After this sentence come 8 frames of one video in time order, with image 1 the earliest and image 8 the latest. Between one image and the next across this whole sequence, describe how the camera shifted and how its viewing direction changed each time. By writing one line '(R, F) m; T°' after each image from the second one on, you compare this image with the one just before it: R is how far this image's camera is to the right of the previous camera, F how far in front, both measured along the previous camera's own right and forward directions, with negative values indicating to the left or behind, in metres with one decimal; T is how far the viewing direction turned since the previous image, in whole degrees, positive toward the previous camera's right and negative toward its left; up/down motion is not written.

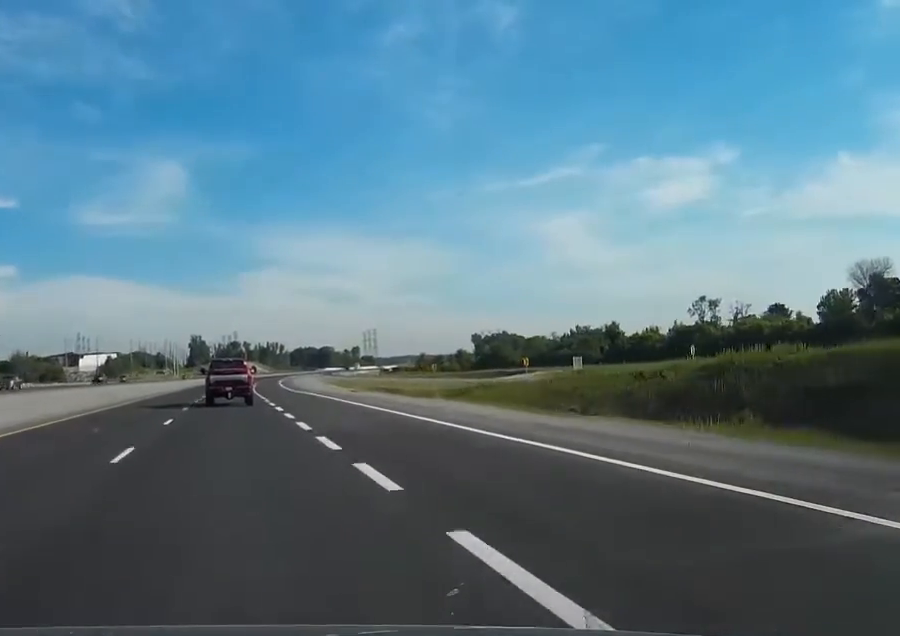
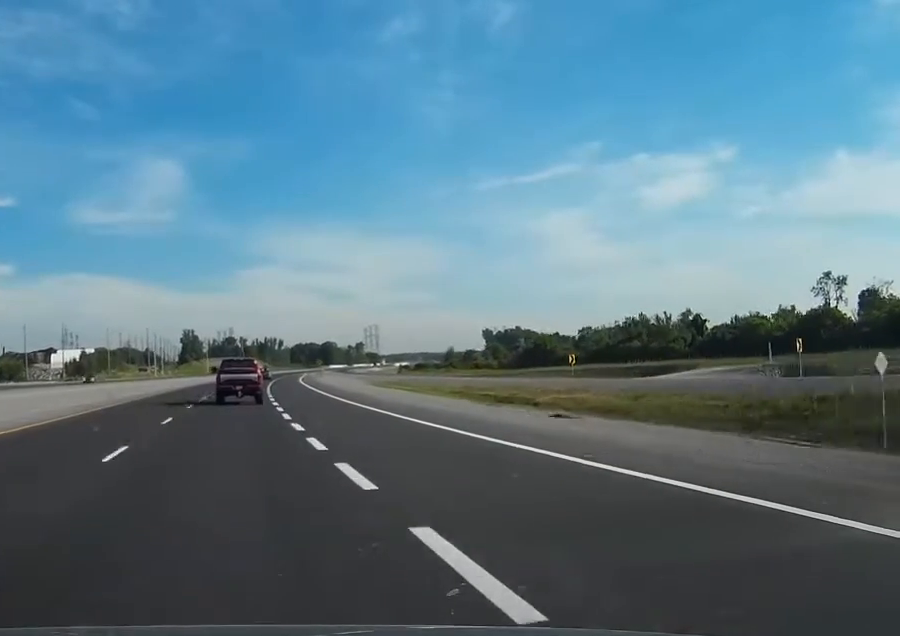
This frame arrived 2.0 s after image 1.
(+0.1, +59.7) m; +1°
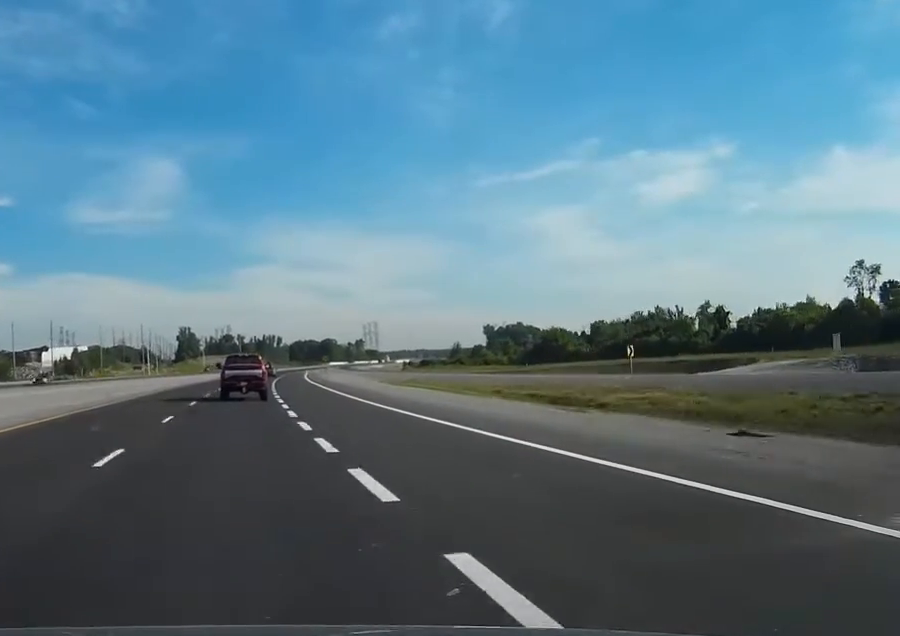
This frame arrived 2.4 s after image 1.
(-0.1, +13.1) m; 0°
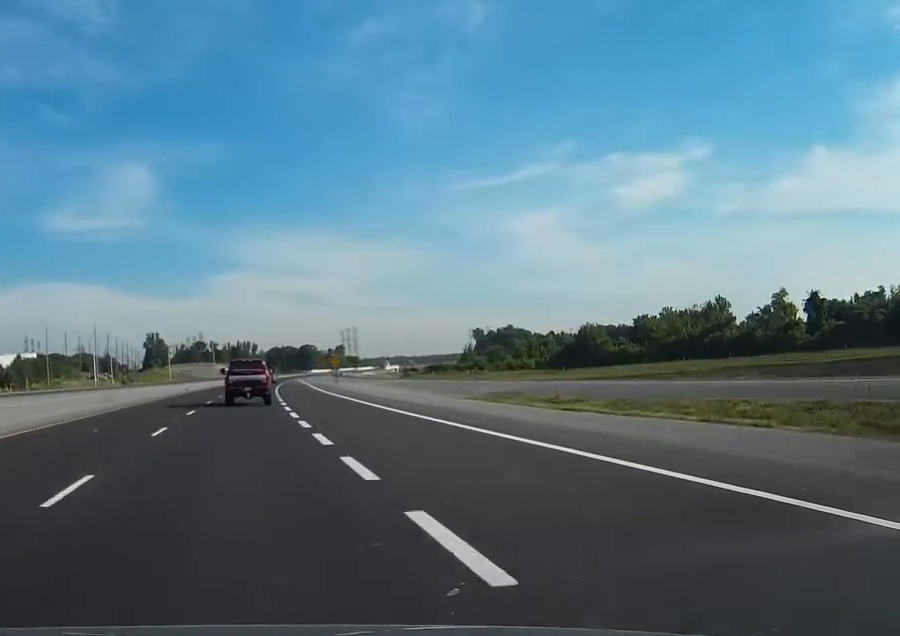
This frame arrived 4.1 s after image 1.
(+0.8, +51.6) m; +1°
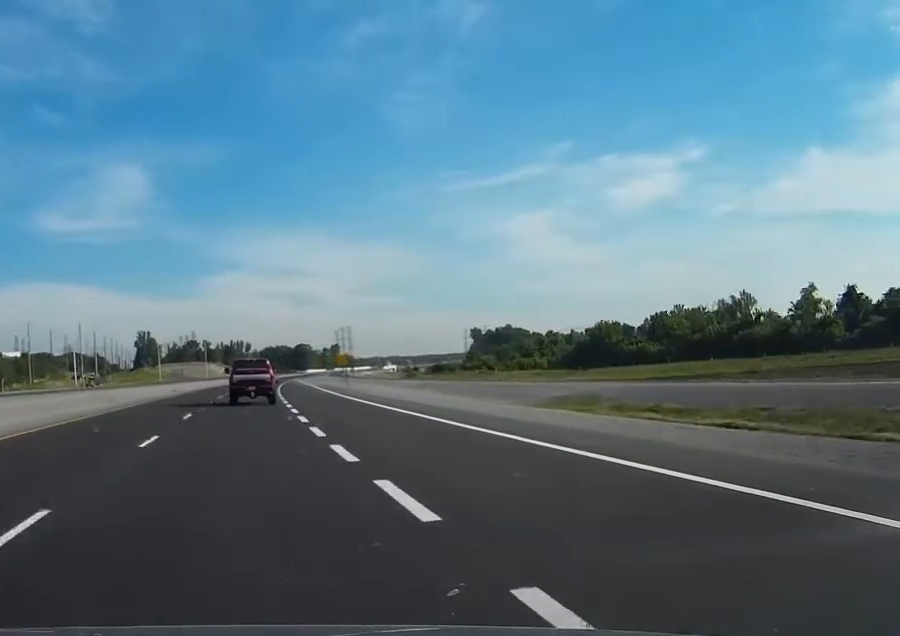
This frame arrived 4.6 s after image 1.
(0.0, +15.2) m; 0°
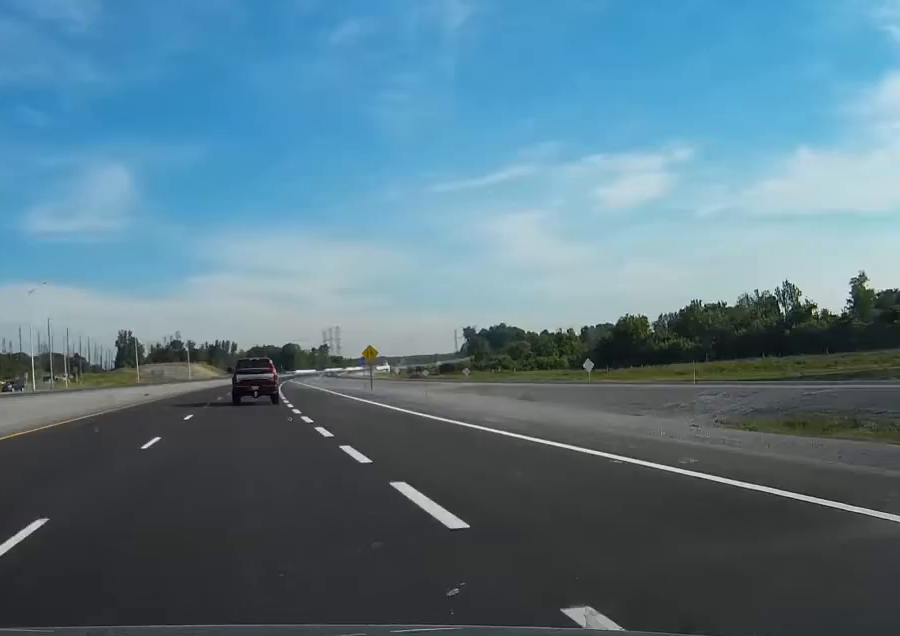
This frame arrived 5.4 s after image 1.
(0.0, +24.4) m; +1°
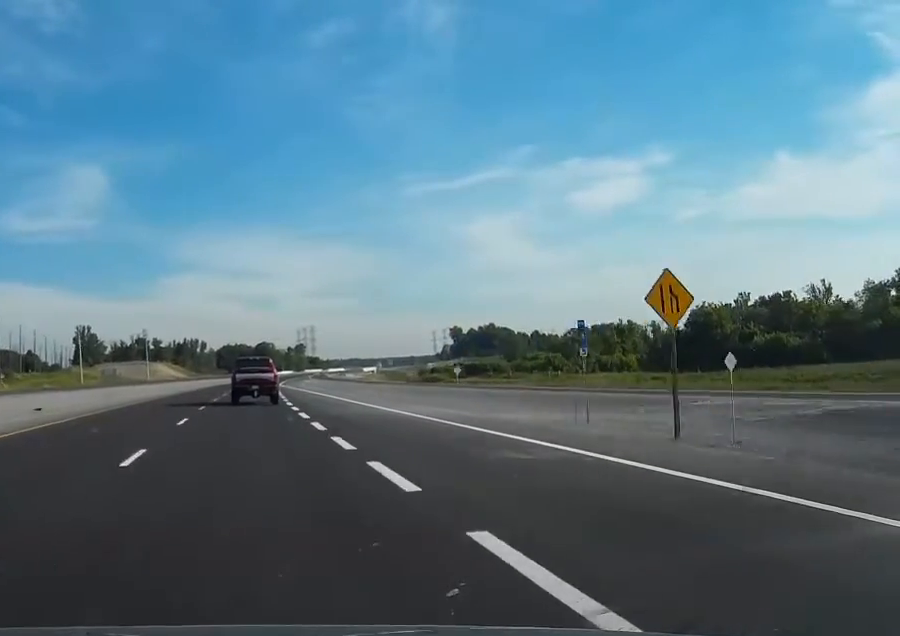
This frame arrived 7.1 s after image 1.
(+1.2, +50.9) m; +2°
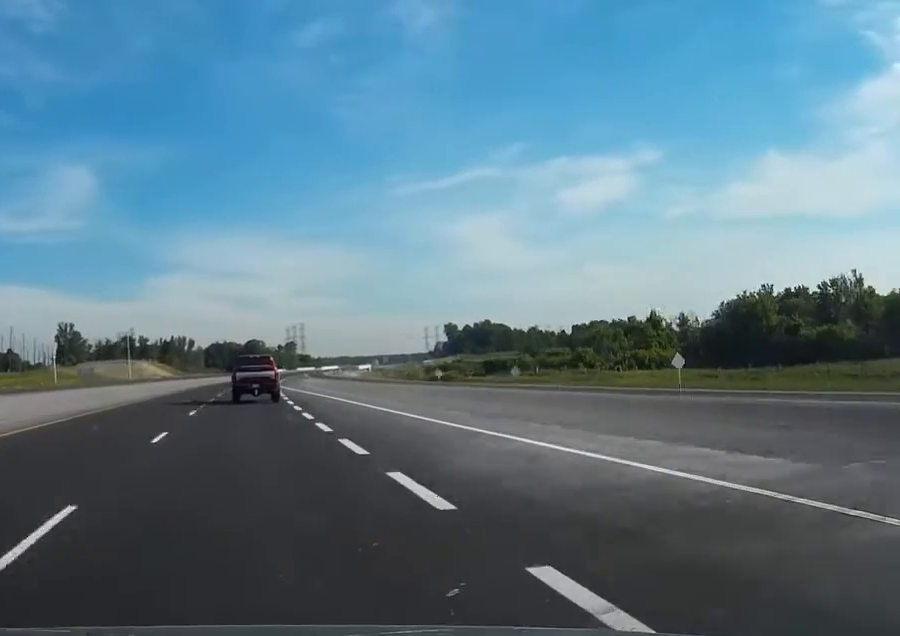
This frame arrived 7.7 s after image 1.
(0.0, +19.4) m; 0°
